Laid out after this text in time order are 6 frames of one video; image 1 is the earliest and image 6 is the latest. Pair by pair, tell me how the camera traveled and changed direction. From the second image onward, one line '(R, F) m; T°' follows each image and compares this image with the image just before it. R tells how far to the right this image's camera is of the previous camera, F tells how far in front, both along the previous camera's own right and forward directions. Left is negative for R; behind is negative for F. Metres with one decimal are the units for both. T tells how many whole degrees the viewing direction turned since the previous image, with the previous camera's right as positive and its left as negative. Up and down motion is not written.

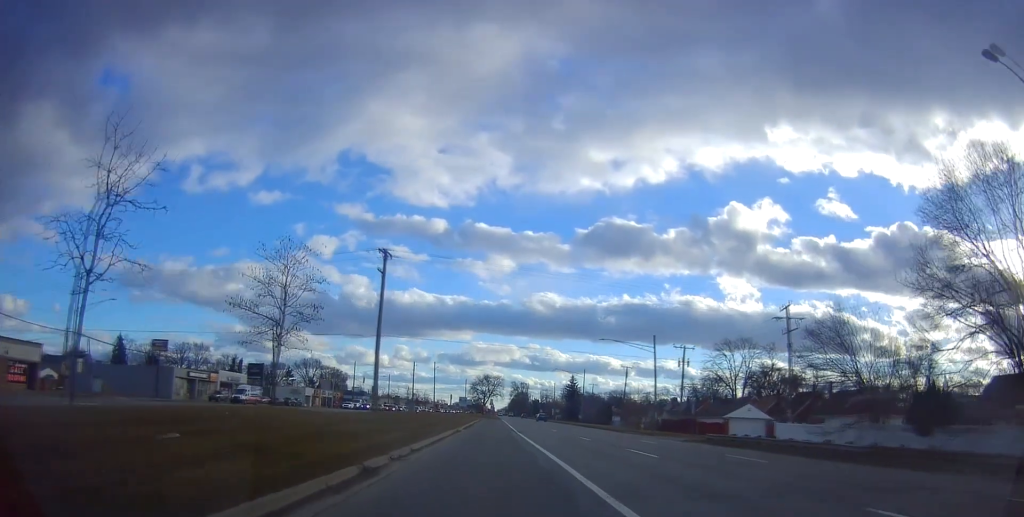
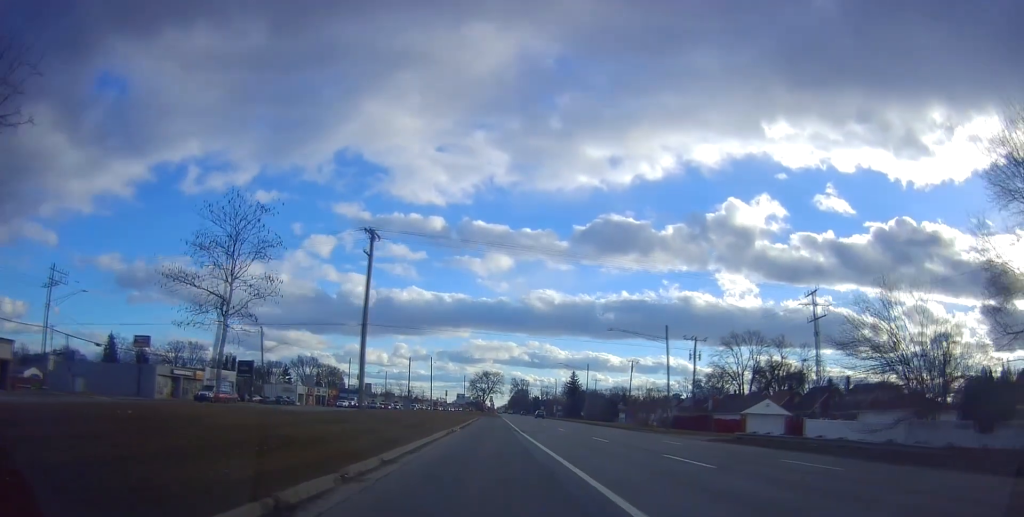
(+0.1, +4.7) m; -1°
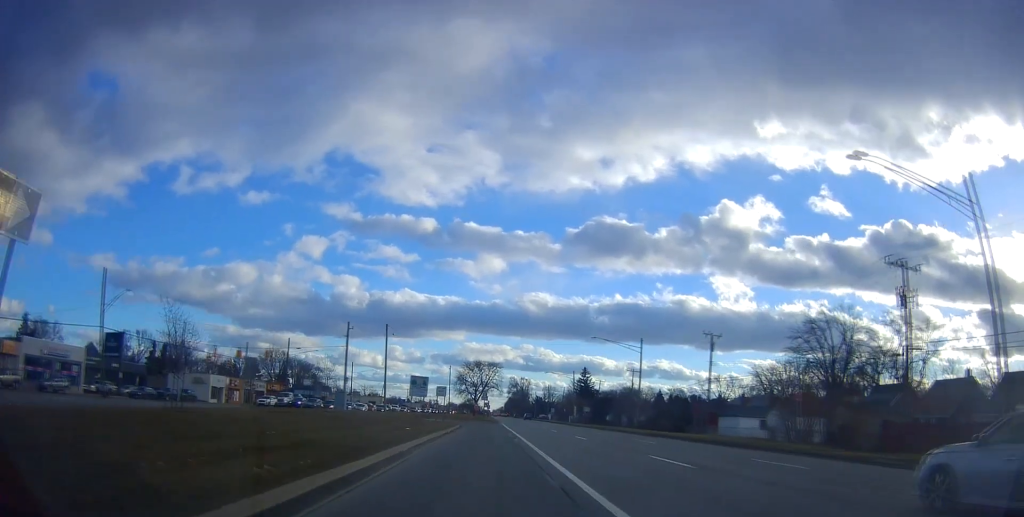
(+0.5, +42.3) m; +2°
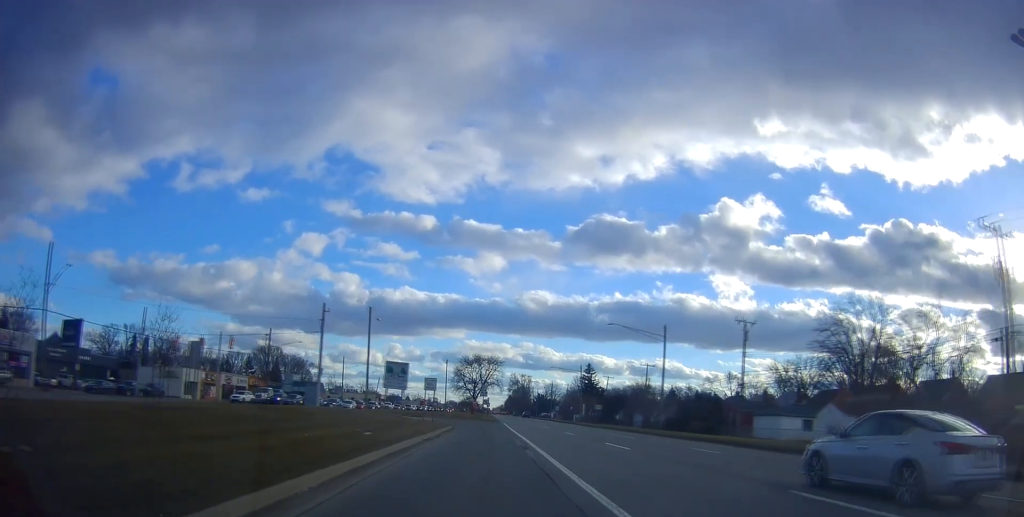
(0.0, +9.6) m; 0°
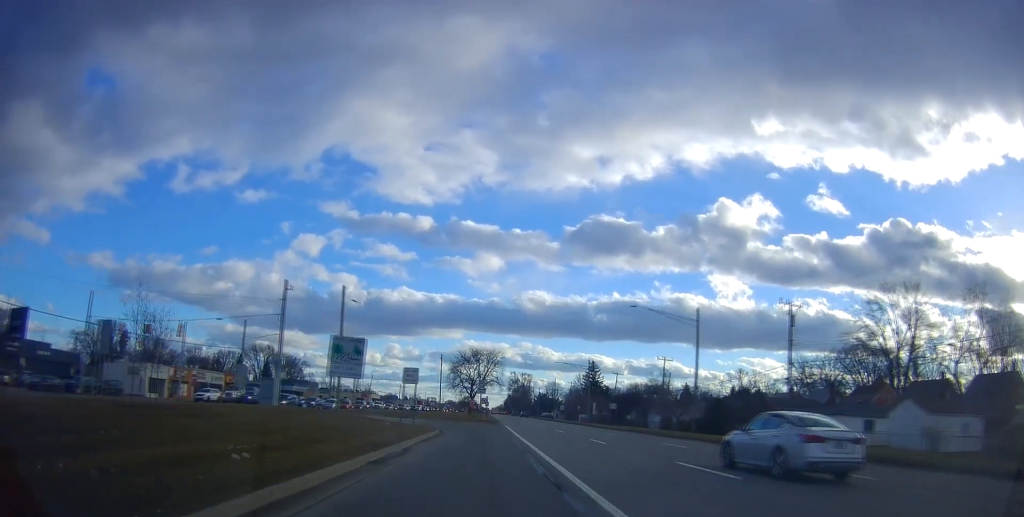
(0.0, +10.3) m; -3°
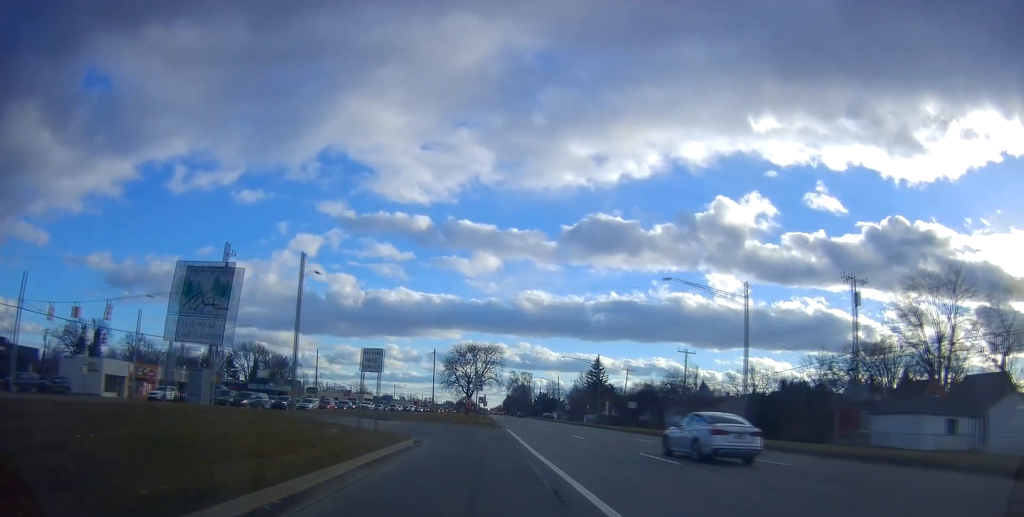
(-0.5, +10.6) m; -1°
